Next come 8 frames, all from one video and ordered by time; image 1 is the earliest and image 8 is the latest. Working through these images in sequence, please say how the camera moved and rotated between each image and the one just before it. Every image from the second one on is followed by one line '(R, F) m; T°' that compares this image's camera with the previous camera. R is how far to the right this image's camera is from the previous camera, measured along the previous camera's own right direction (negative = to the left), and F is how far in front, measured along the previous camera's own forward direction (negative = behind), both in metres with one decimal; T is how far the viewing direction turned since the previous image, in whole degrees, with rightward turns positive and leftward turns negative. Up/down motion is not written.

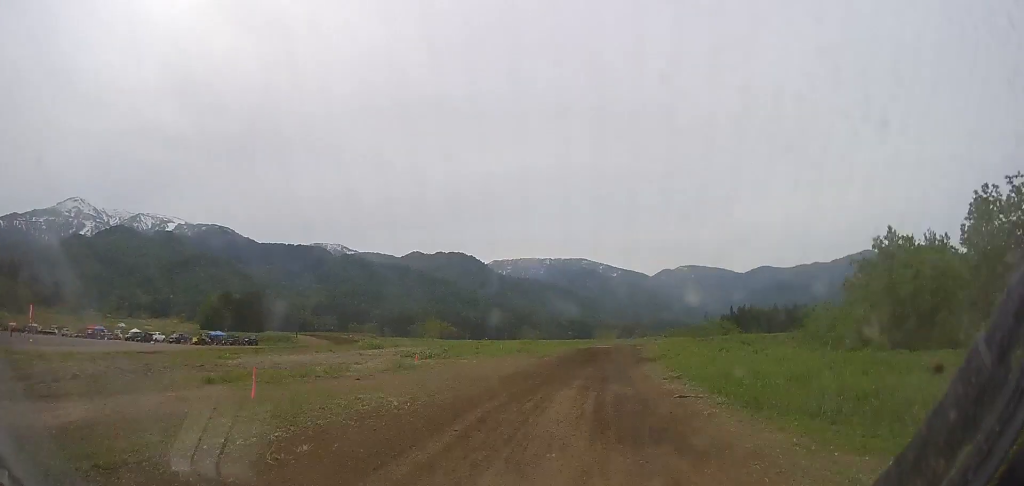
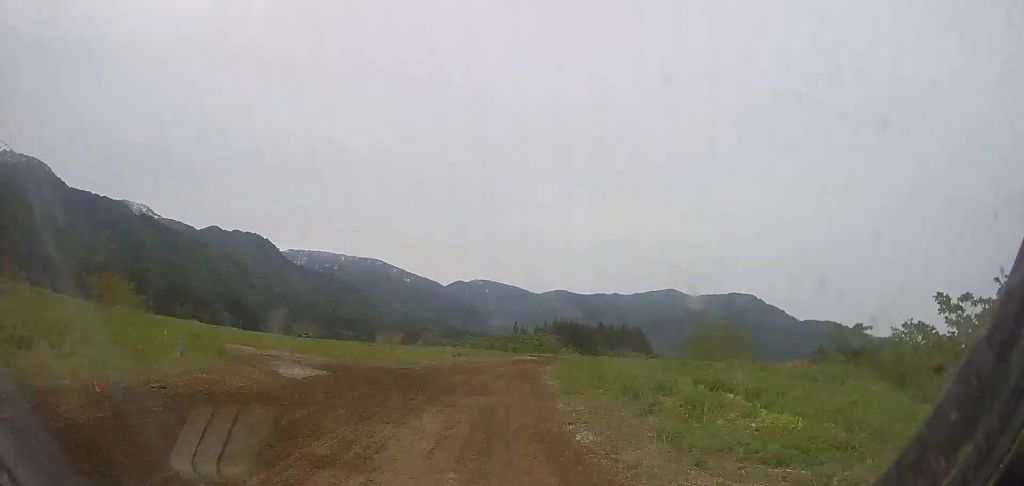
(+14.4, +46.9) m; +27°
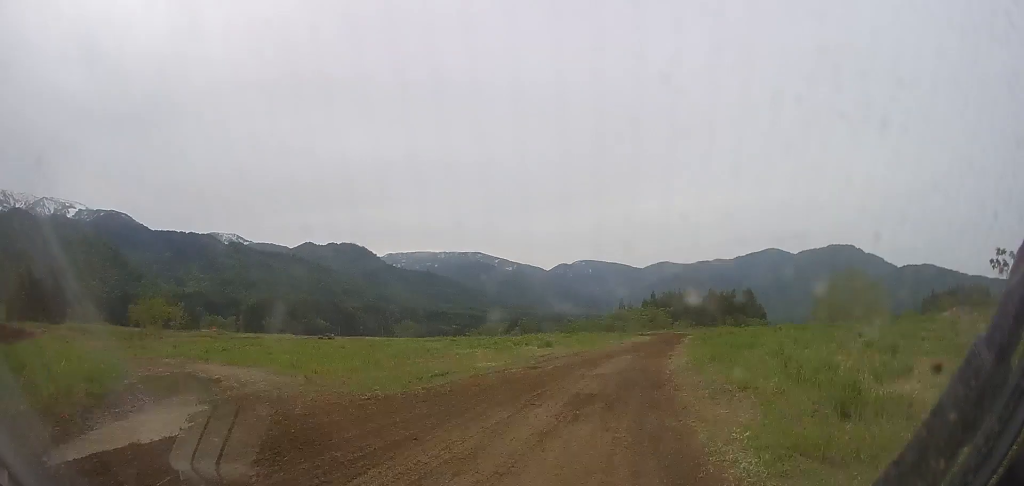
(+1.0, +13.4) m; +3°
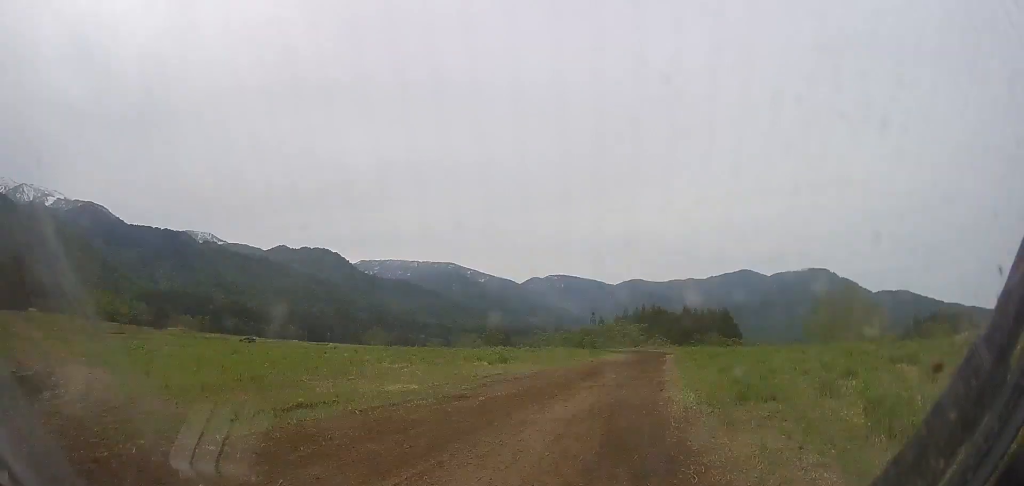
(+0.2, +8.2) m; +1°
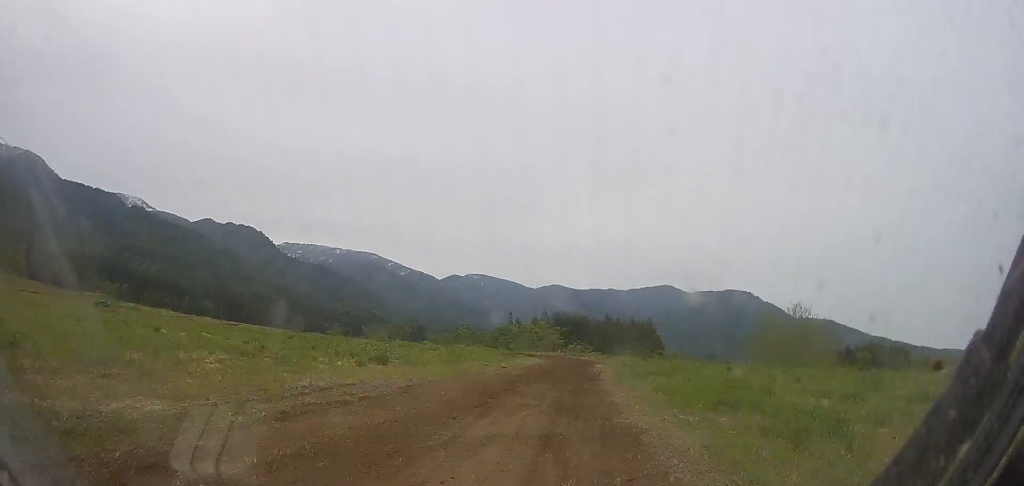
(0.0, +8.0) m; 0°
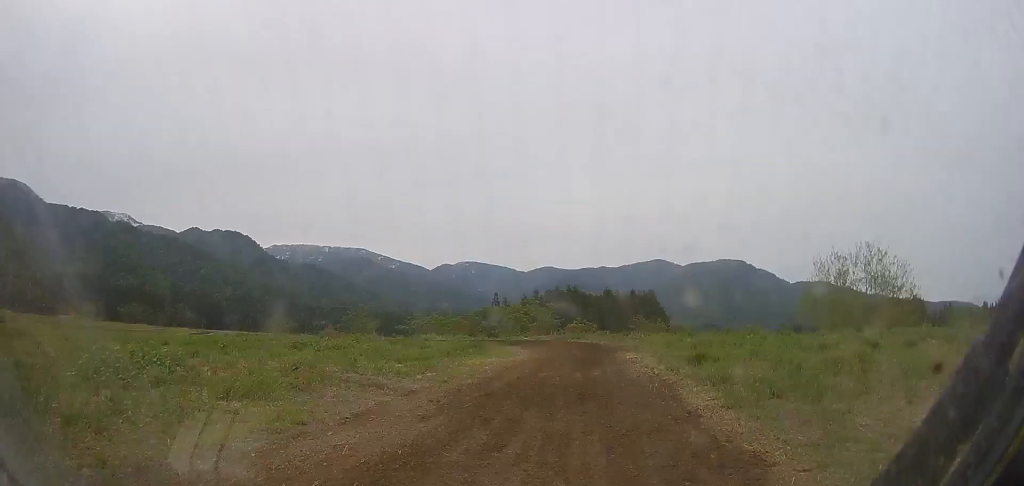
(0.0, +17.0) m; -1°
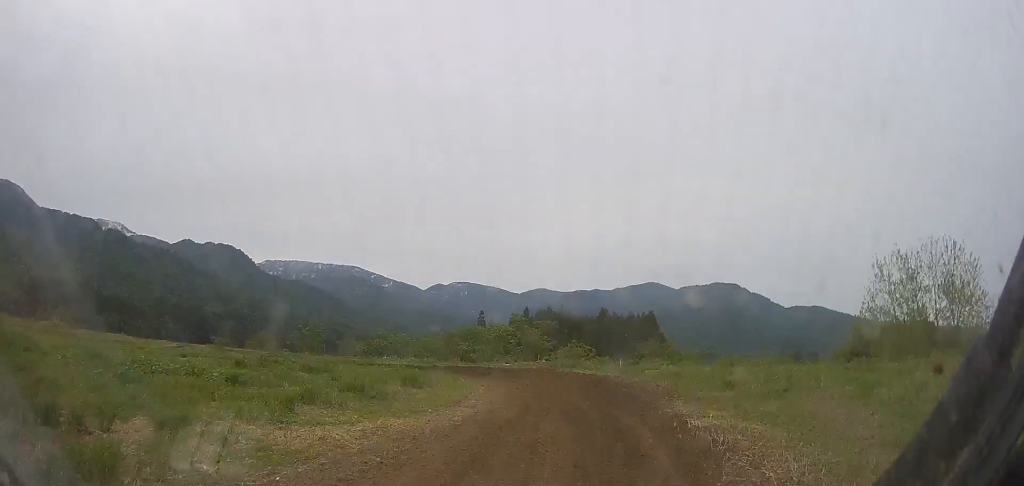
(-0.1, +12.3) m; -1°
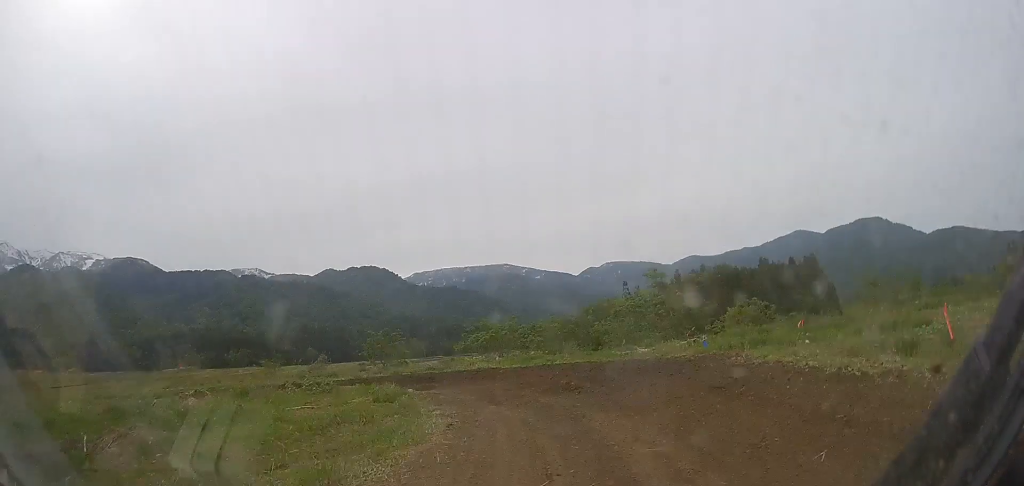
(-0.4, +19.1) m; -19°
